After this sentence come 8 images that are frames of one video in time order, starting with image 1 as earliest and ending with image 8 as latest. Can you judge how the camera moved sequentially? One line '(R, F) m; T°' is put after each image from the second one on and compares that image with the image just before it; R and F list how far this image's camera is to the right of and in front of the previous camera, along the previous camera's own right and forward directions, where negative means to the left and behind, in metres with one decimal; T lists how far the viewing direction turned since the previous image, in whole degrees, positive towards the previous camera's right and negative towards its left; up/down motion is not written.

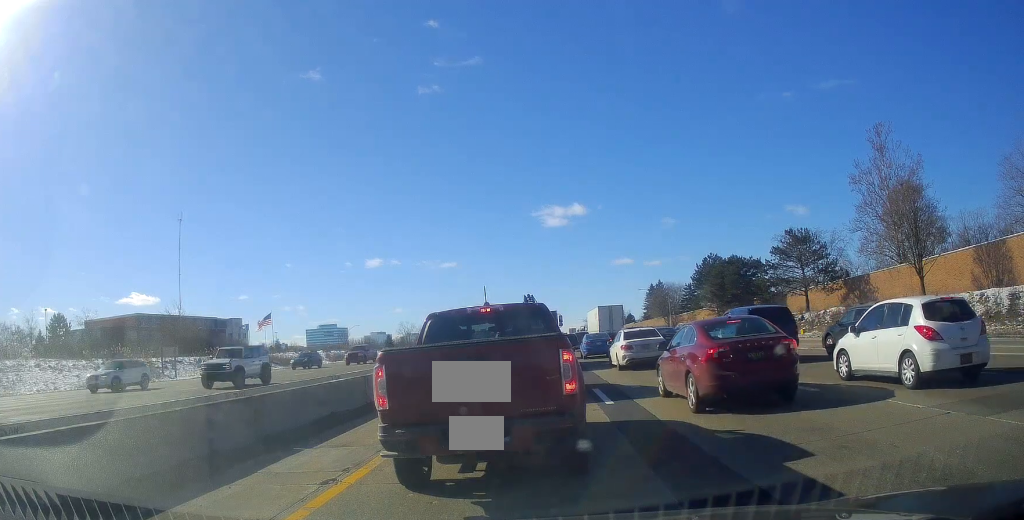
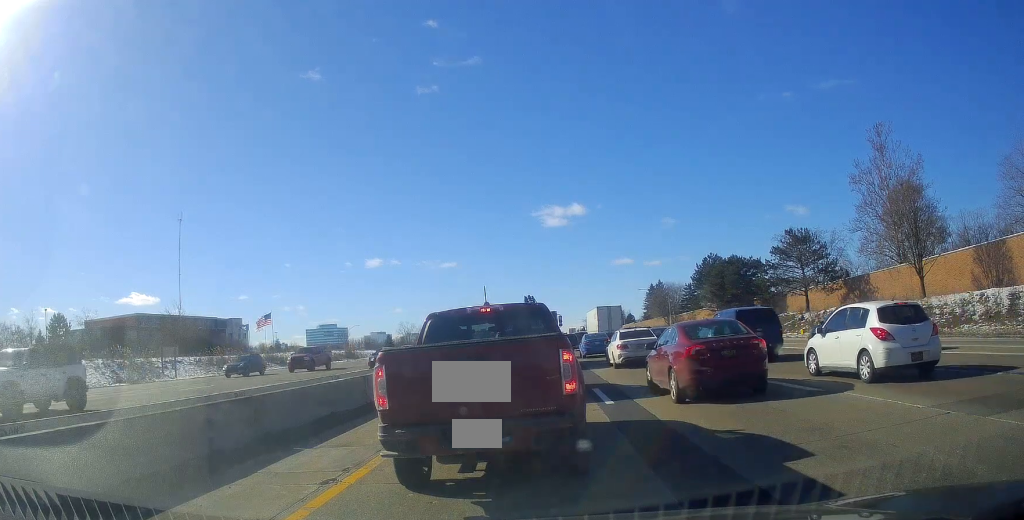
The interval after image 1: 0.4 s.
(0.0, 0.0) m; 0°
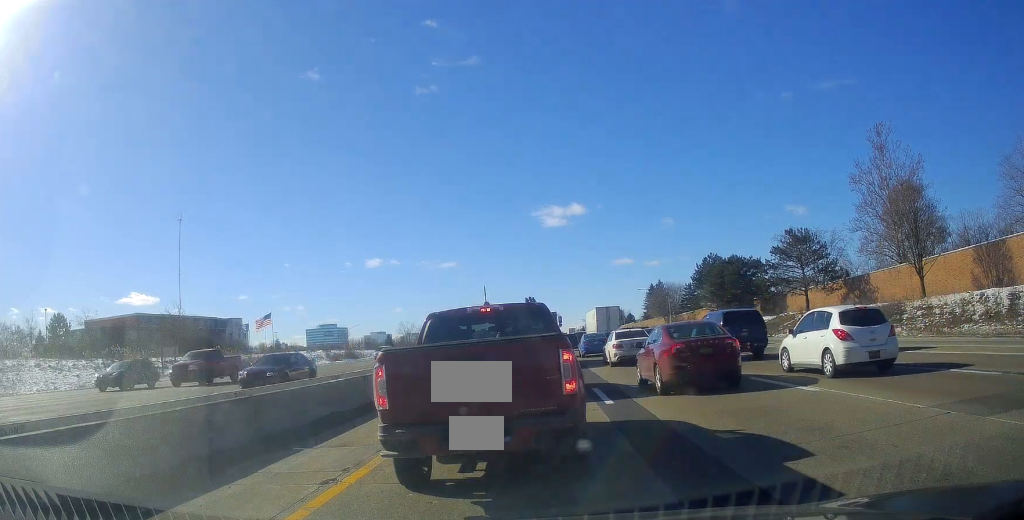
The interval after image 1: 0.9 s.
(0.0, +0.2) m; 0°
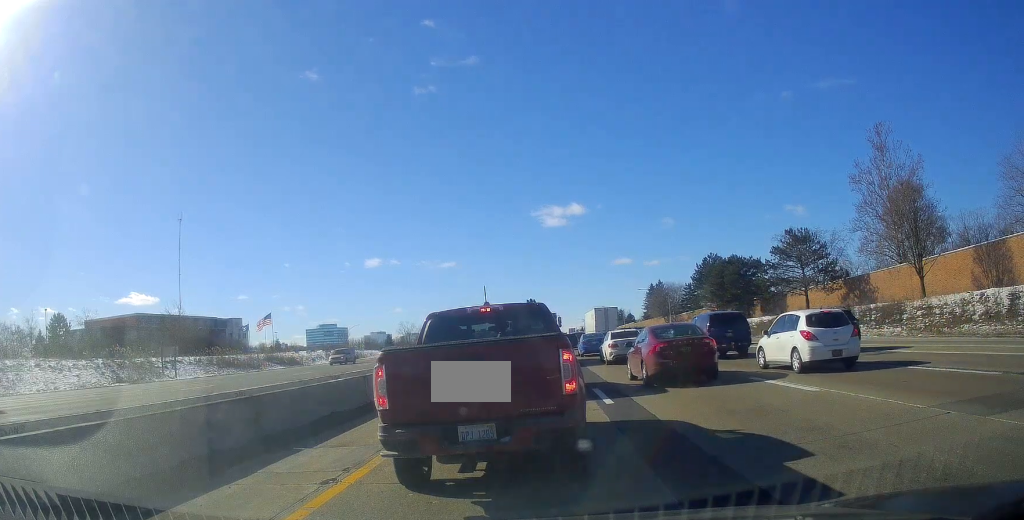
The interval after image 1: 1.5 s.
(0.0, +0.3) m; 0°
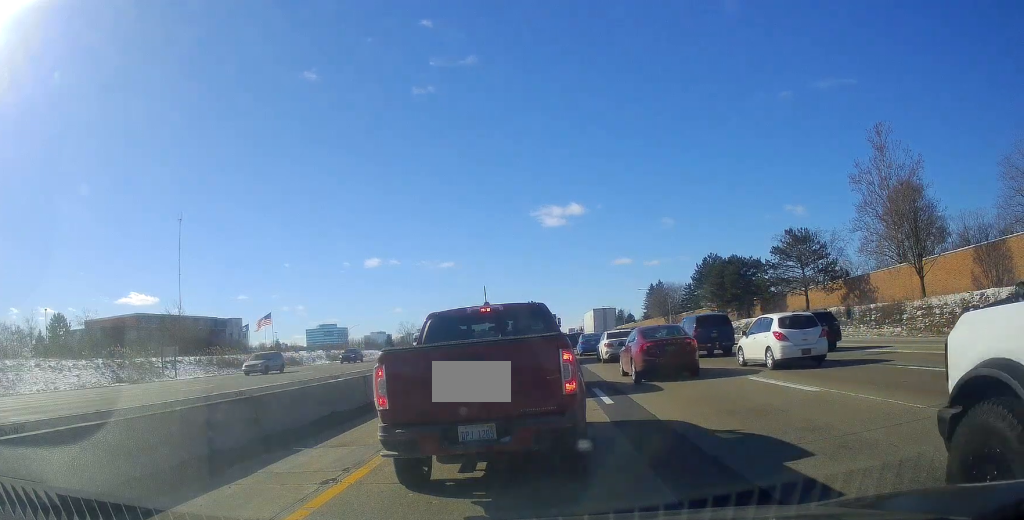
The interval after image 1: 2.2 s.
(0.0, +0.3) m; 0°
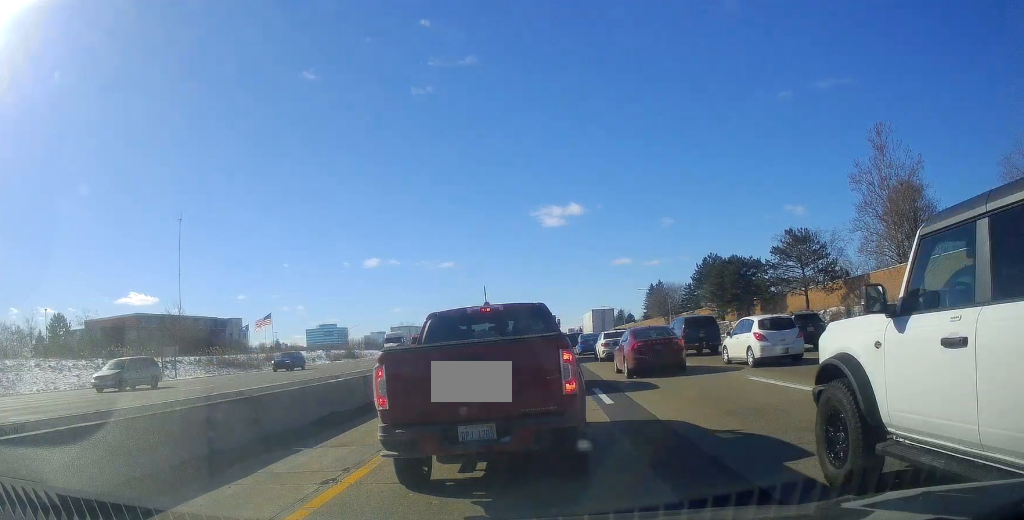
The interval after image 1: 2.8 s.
(0.0, +0.3) m; 0°
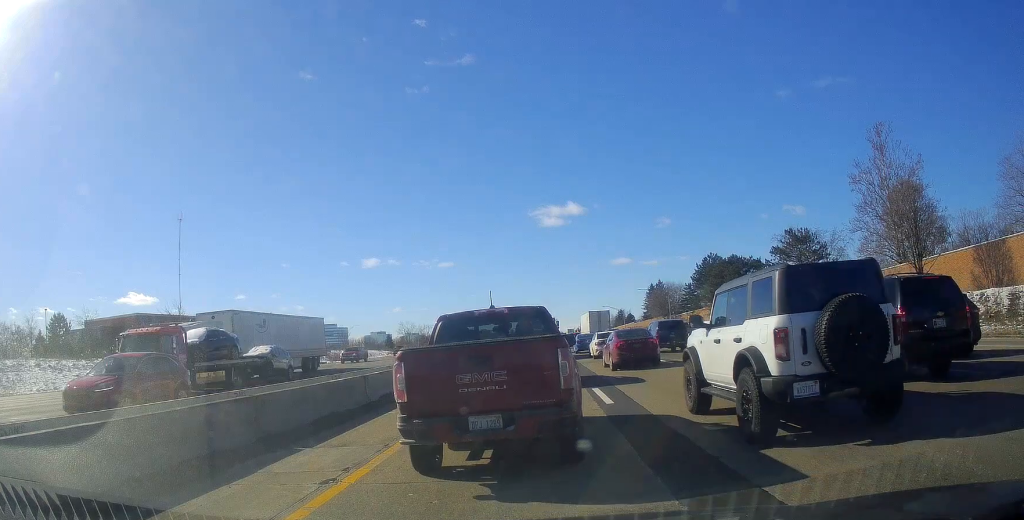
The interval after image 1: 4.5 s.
(-0.1, +0.7) m; 0°
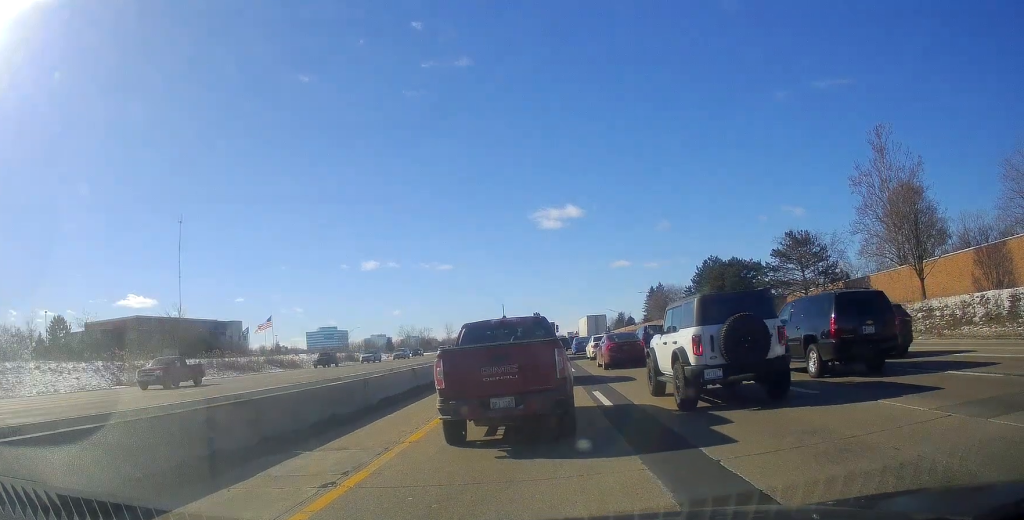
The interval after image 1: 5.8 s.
(-0.1, +0.6) m; 0°
